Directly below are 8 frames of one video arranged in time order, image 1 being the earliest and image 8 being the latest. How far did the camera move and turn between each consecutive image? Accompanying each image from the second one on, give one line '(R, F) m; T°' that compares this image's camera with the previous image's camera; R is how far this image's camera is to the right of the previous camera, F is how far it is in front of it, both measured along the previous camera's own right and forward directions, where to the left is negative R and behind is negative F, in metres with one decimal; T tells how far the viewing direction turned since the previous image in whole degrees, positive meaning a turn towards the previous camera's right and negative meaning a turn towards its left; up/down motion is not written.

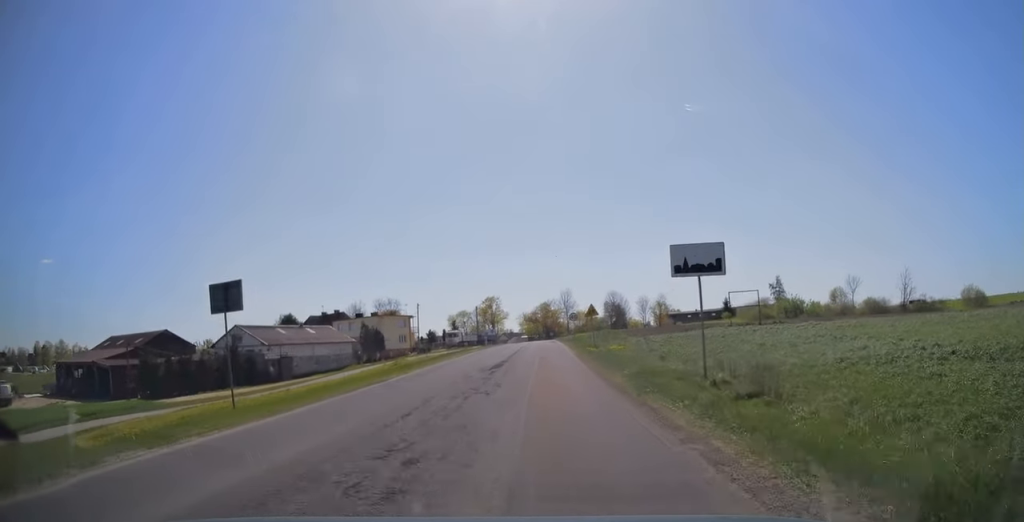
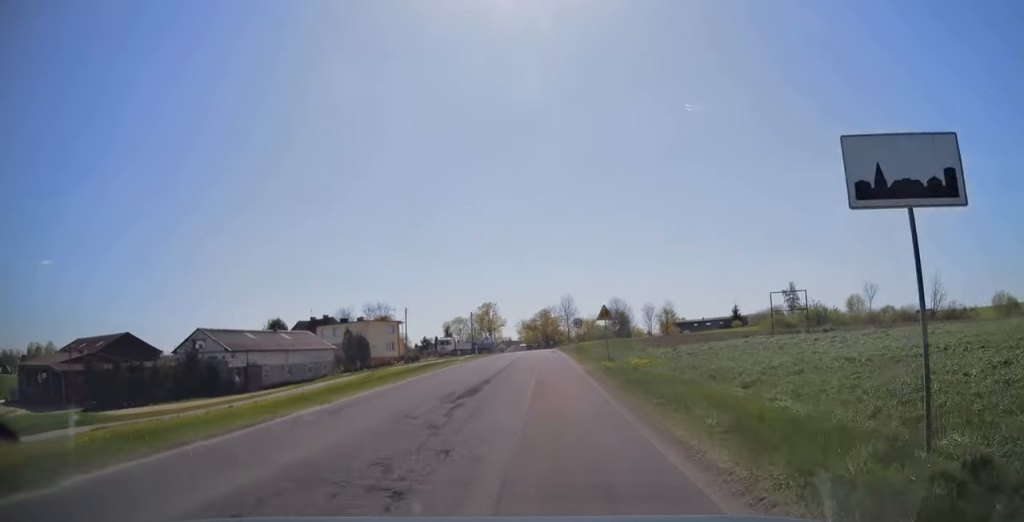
(-0.1, +7.7) m; 0°
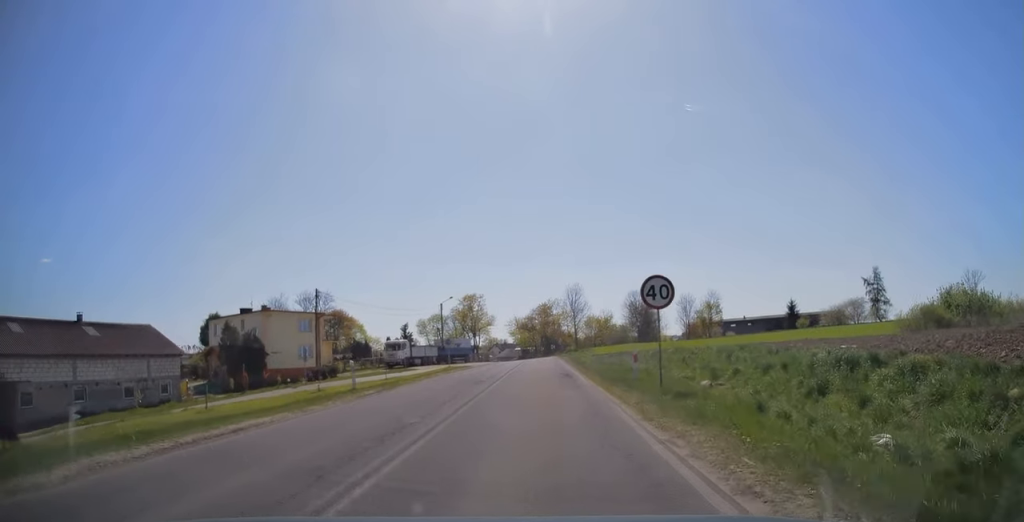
(-0.2, +34.3) m; 0°
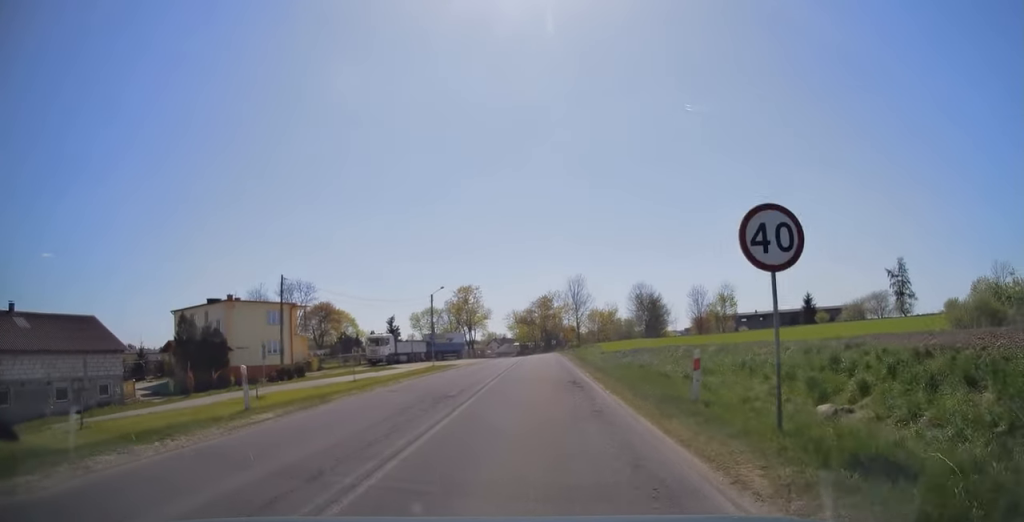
(0.0, +7.4) m; 0°
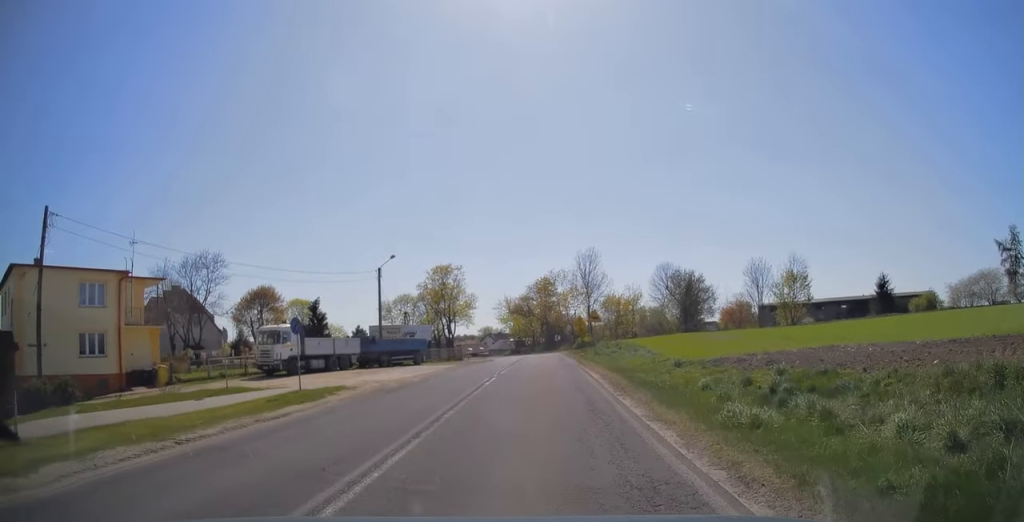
(-0.3, +25.2) m; -1°
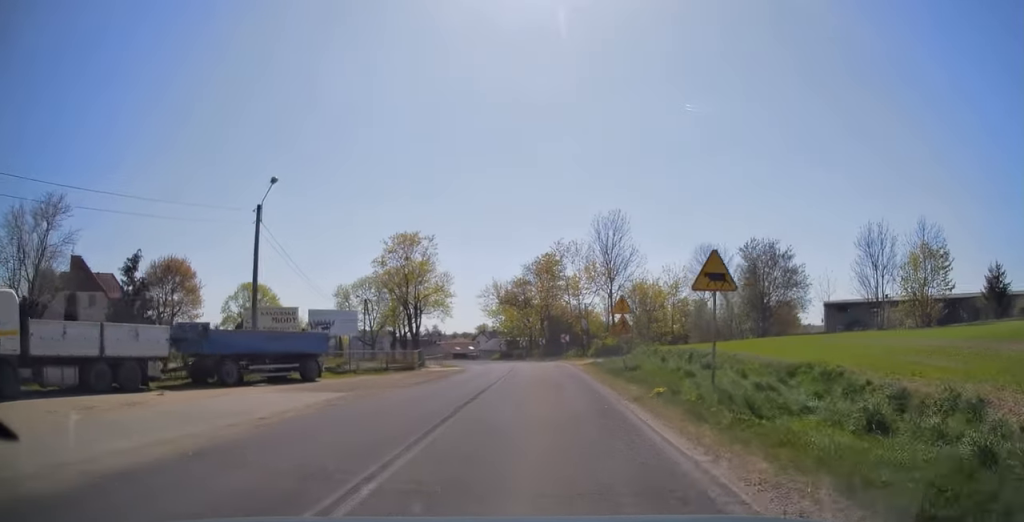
(+0.2, +24.0) m; +1°
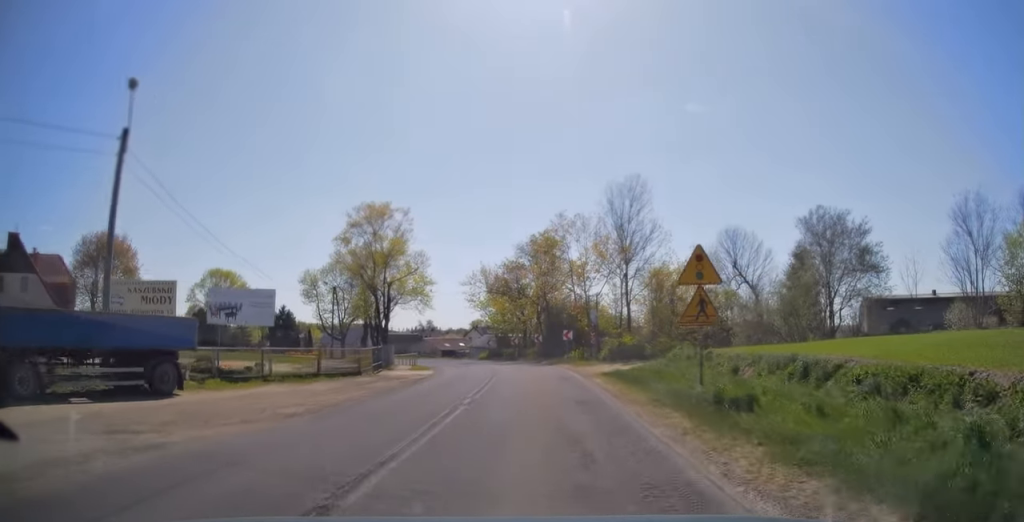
(-0.1, +11.1) m; -1°
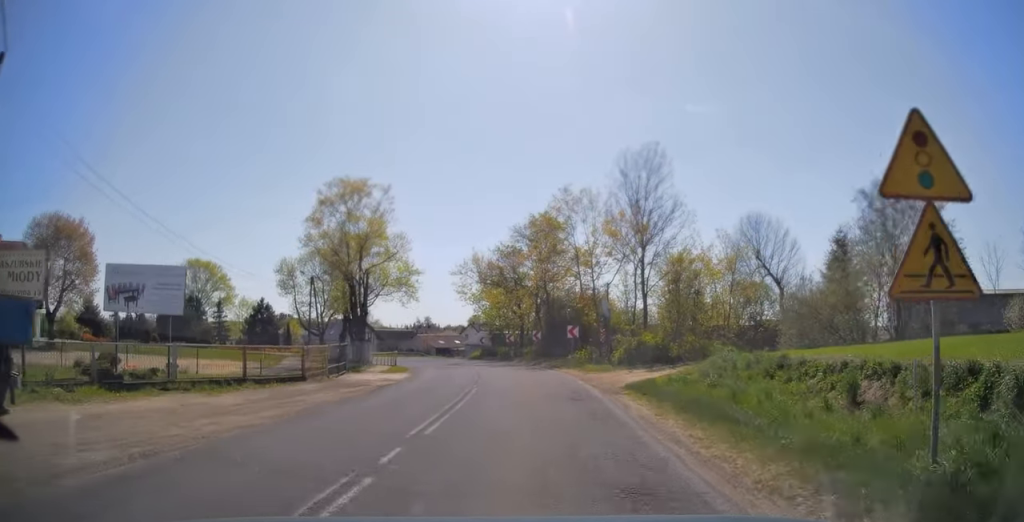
(0.0, +6.9) m; -1°
